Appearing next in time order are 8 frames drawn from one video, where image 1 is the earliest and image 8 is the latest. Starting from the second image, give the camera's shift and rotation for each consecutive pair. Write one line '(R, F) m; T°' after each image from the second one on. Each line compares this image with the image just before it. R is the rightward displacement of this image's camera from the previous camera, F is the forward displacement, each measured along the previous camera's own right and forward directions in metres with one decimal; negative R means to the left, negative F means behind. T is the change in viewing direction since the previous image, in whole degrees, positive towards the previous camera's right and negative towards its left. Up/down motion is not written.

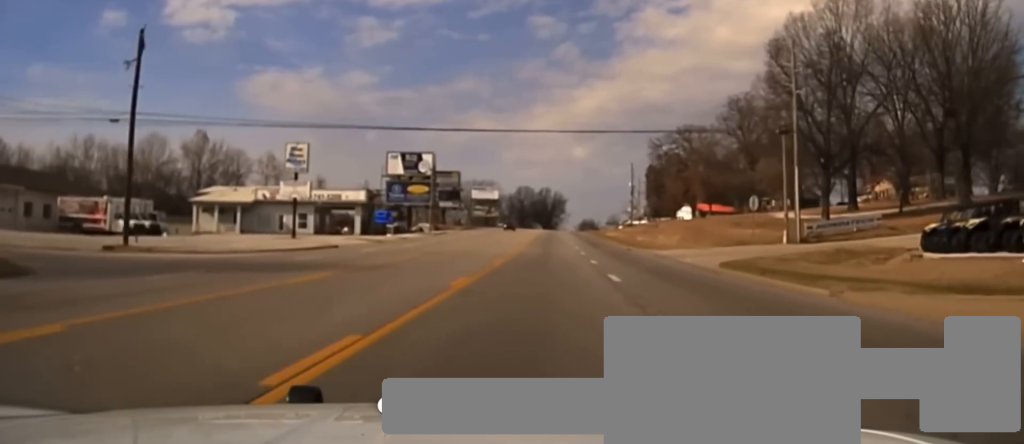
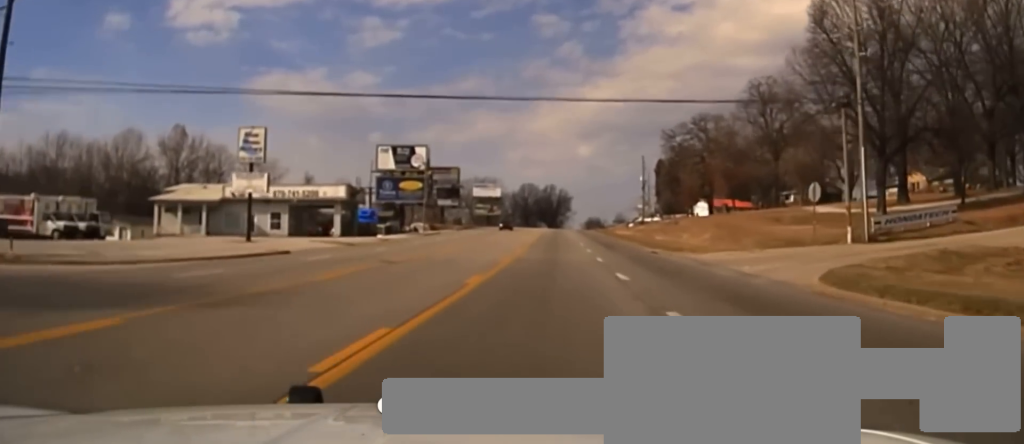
(-0.2, +11.3) m; -1°
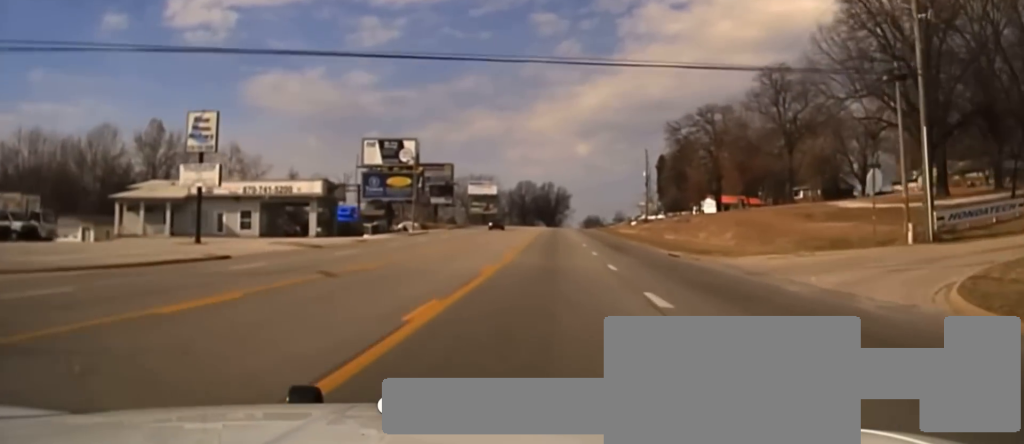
(0.0, +8.0) m; 0°
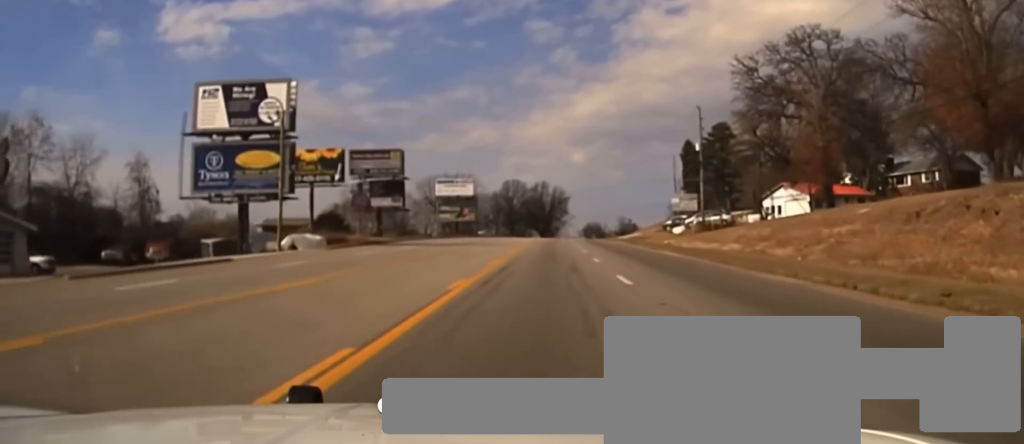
(+0.5, +53.6) m; +1°
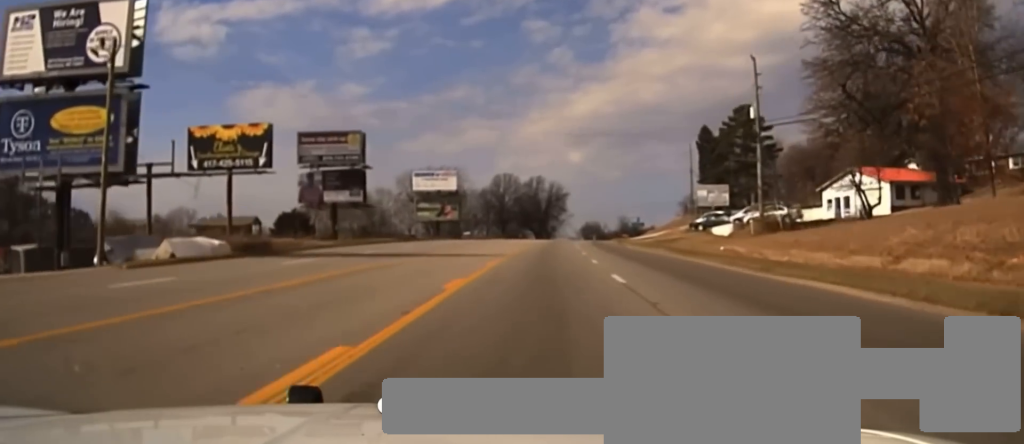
(-0.4, +24.2) m; -1°
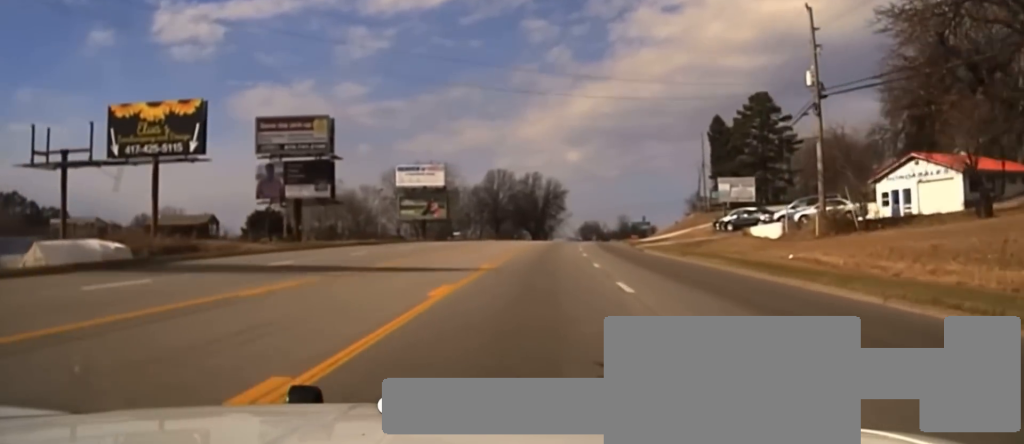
(-0.2, +14.0) m; +1°
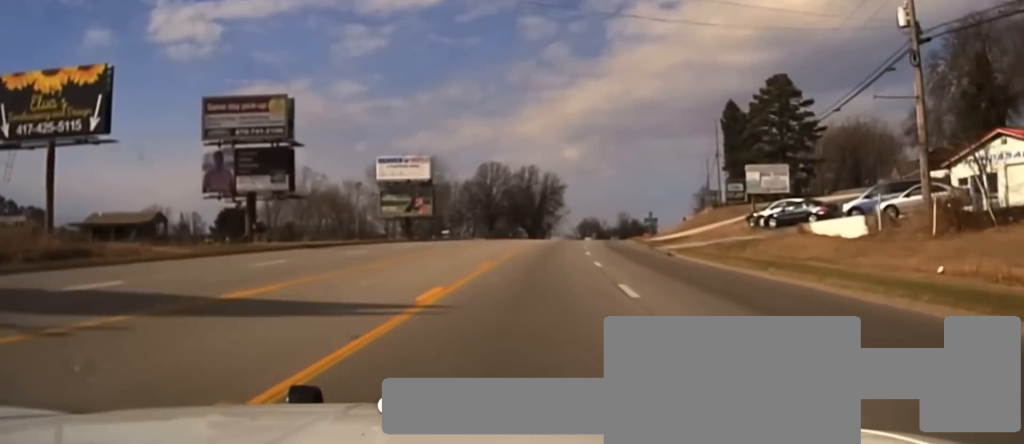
(+0.1, +13.3) m; +1°
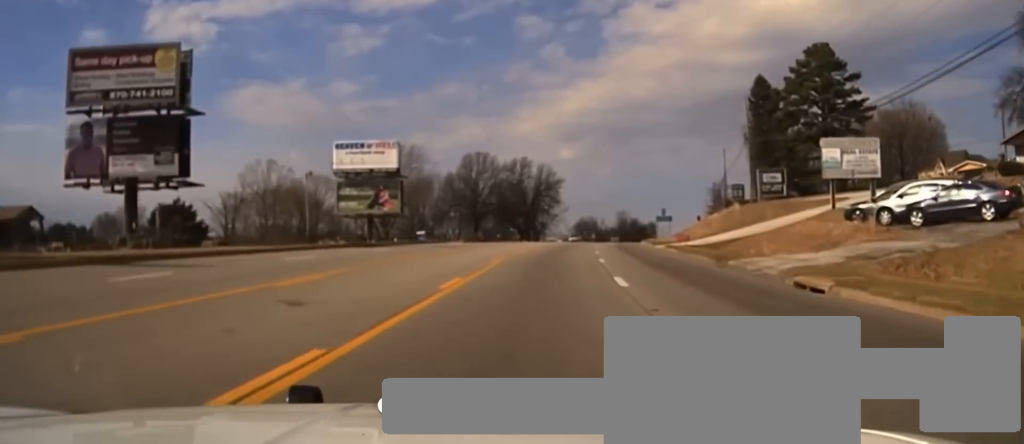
(+0.3, +21.8) m; +1°
